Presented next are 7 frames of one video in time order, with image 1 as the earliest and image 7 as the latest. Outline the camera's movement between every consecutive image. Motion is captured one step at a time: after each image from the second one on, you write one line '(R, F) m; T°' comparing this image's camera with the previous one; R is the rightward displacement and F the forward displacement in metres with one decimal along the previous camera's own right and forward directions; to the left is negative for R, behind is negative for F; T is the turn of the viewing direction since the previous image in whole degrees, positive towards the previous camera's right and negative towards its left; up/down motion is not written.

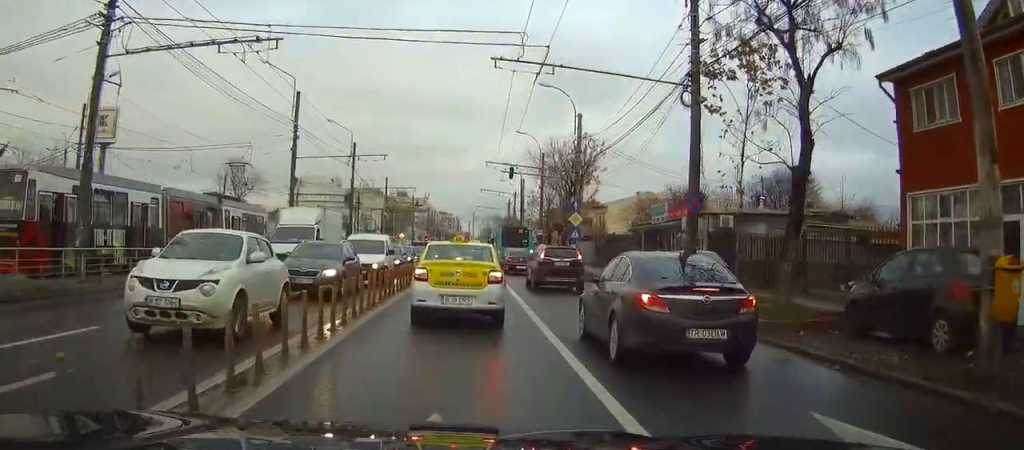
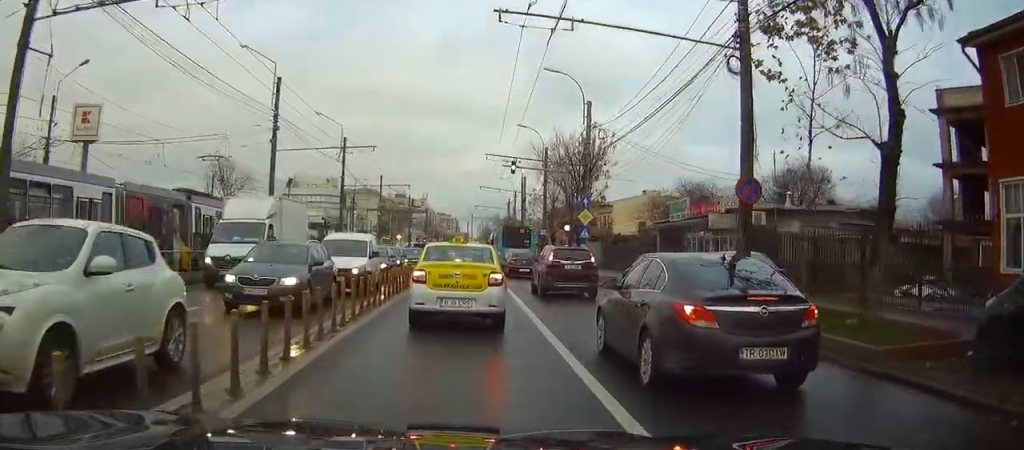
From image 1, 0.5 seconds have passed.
(0.0, +4.1) m; 0°
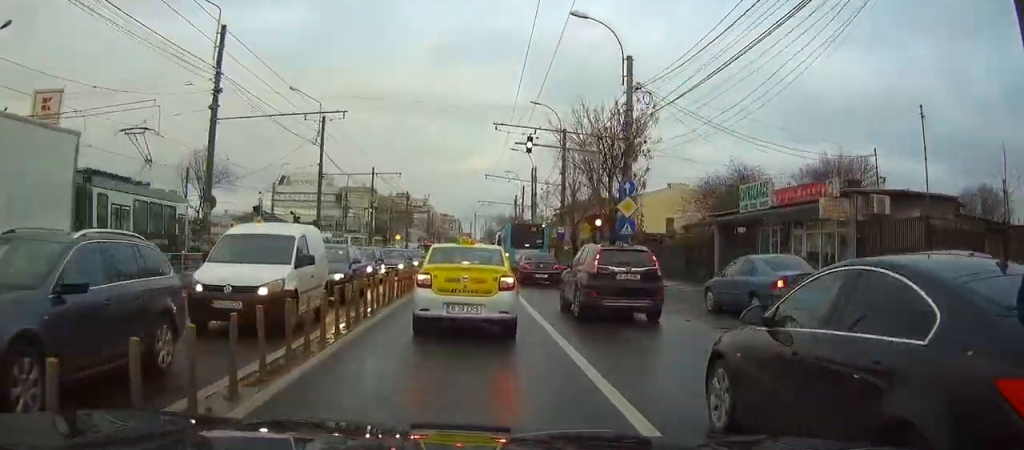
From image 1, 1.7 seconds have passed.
(0.0, +9.8) m; +1°
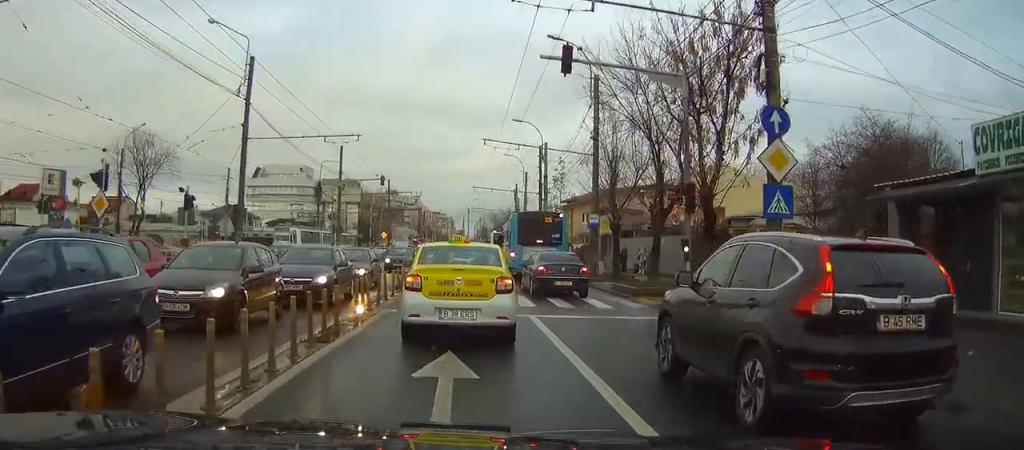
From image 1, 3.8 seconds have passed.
(-0.1, +15.4) m; -1°
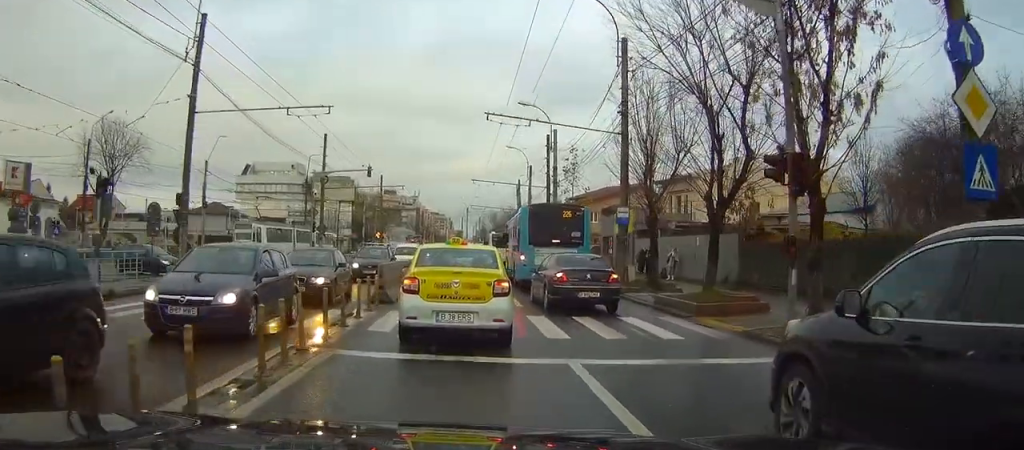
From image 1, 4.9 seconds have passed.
(0.0, +6.7) m; 0°
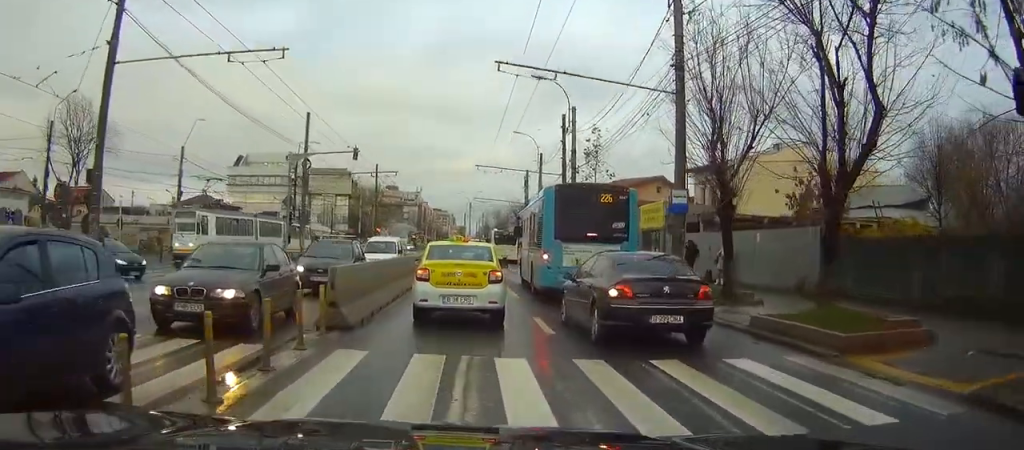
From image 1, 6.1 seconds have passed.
(0.0, +6.9) m; +2°
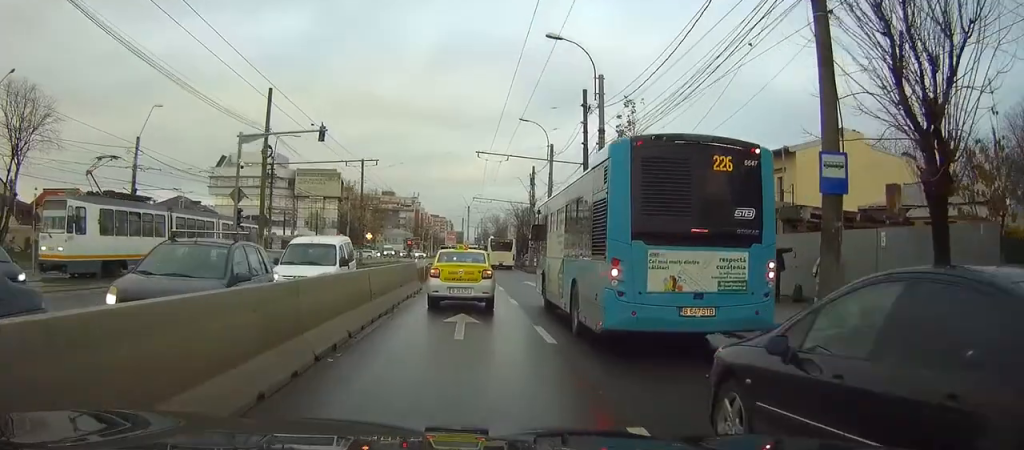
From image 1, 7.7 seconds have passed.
(+0.4, +8.5) m; +3°
